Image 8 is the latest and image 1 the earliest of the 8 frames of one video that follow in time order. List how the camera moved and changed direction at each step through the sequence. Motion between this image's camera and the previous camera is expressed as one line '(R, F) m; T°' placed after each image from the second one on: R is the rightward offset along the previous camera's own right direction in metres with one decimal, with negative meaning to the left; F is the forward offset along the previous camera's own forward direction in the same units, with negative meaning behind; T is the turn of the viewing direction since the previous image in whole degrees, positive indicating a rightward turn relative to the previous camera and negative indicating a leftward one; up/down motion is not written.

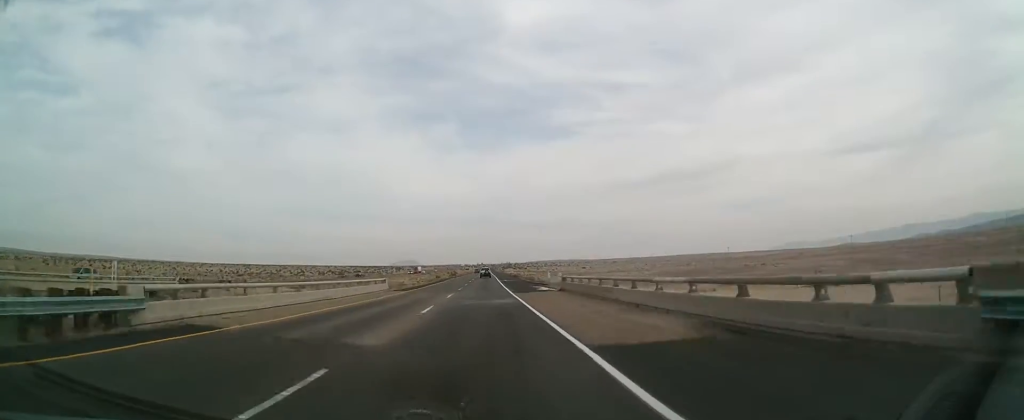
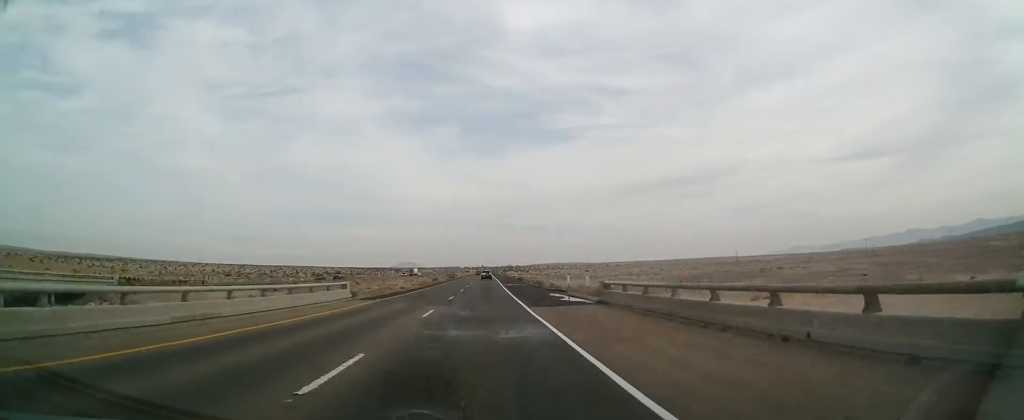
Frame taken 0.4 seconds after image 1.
(0.0, +13.5) m; 0°
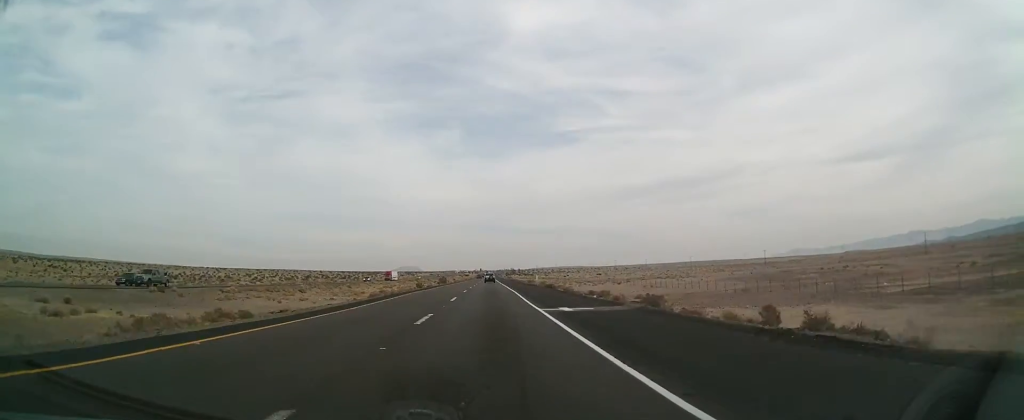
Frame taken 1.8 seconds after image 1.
(-0.5, +47.4) m; -1°
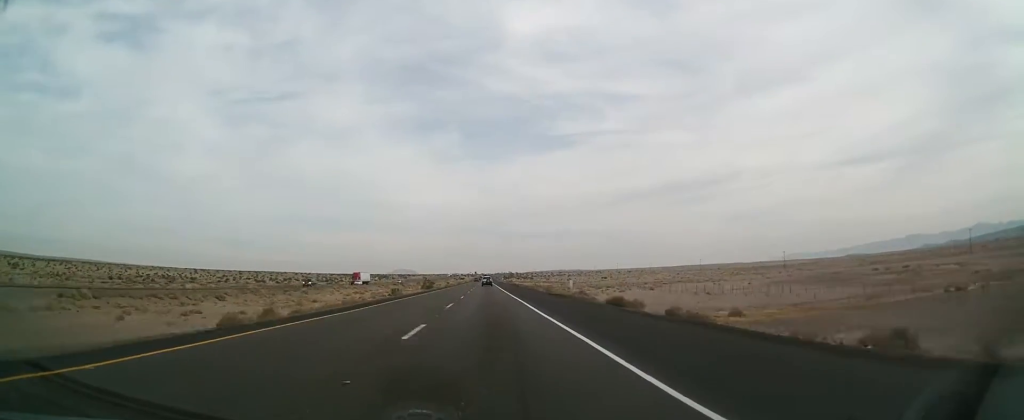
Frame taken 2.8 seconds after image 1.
(-0.1, +32.6) m; 0°
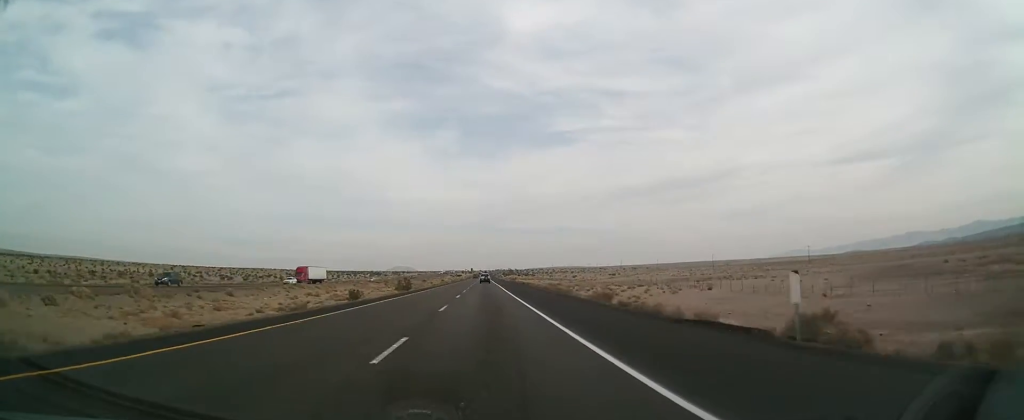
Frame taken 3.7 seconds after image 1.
(0.0, +32.6) m; +1°
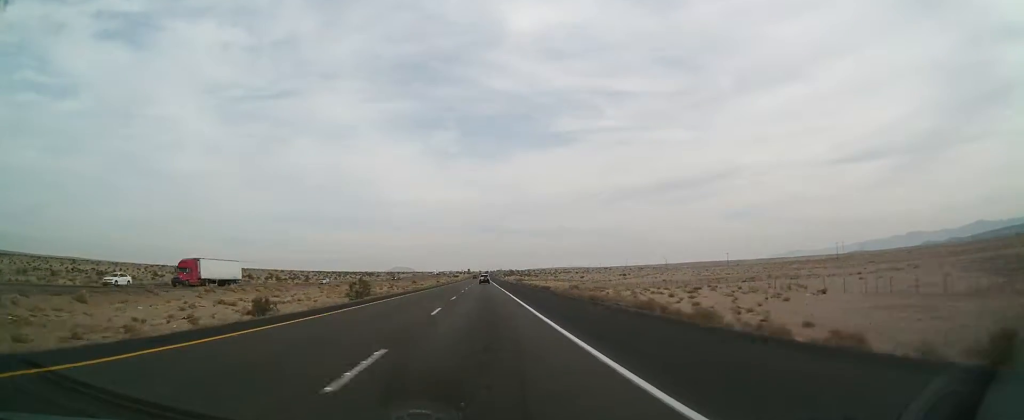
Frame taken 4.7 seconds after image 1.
(+0.4, +31.4) m; +1°
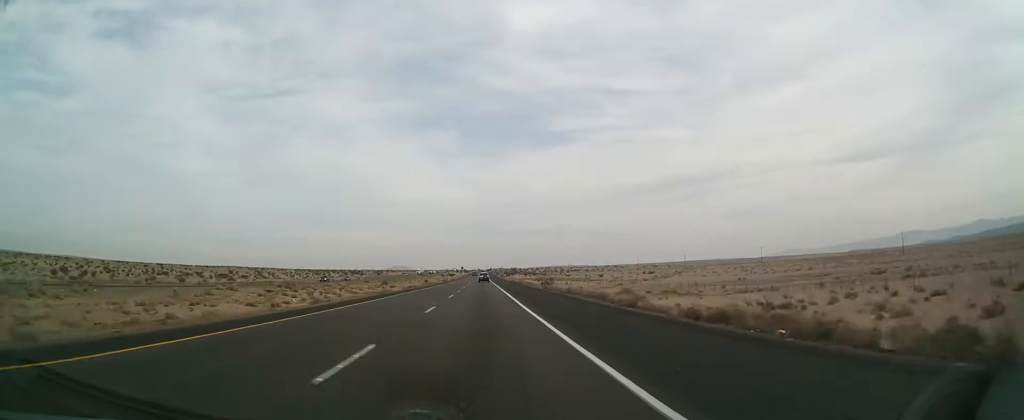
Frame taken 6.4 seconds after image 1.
(0.0, +57.5) m; 0°
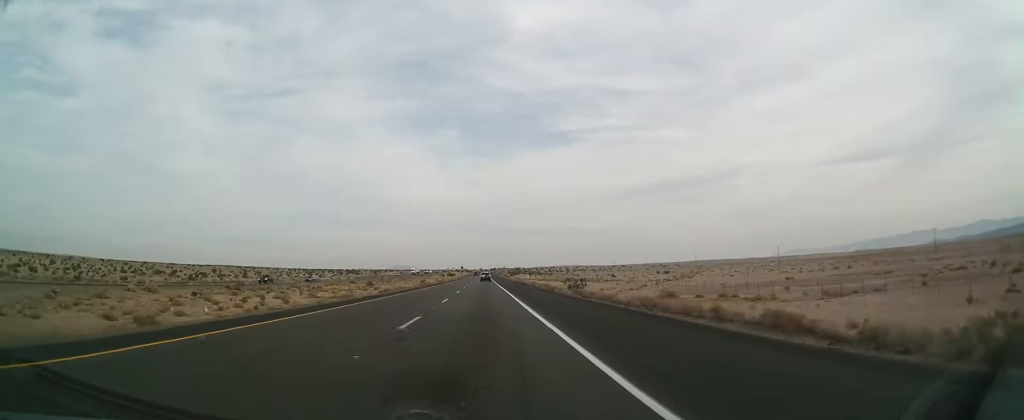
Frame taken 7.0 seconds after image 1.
(-0.1, +21.5) m; 0°
